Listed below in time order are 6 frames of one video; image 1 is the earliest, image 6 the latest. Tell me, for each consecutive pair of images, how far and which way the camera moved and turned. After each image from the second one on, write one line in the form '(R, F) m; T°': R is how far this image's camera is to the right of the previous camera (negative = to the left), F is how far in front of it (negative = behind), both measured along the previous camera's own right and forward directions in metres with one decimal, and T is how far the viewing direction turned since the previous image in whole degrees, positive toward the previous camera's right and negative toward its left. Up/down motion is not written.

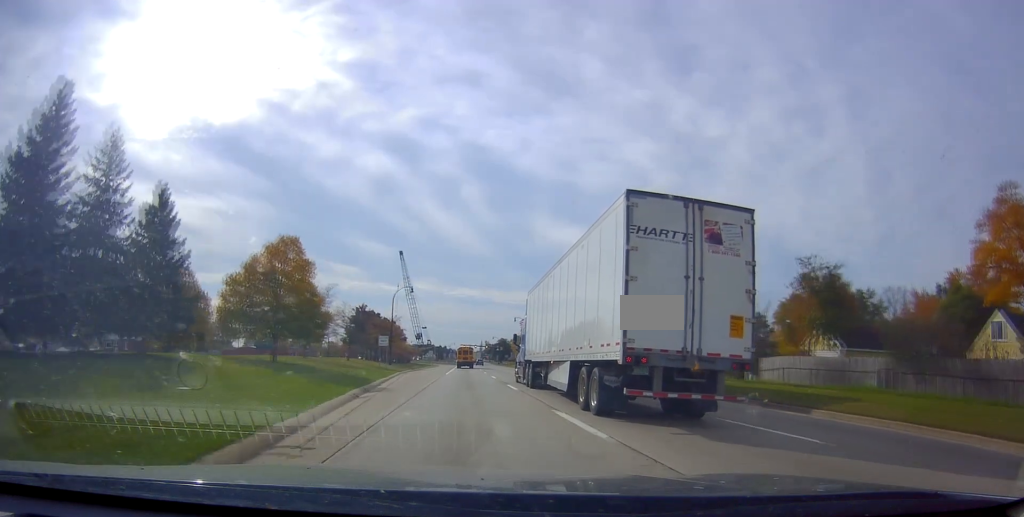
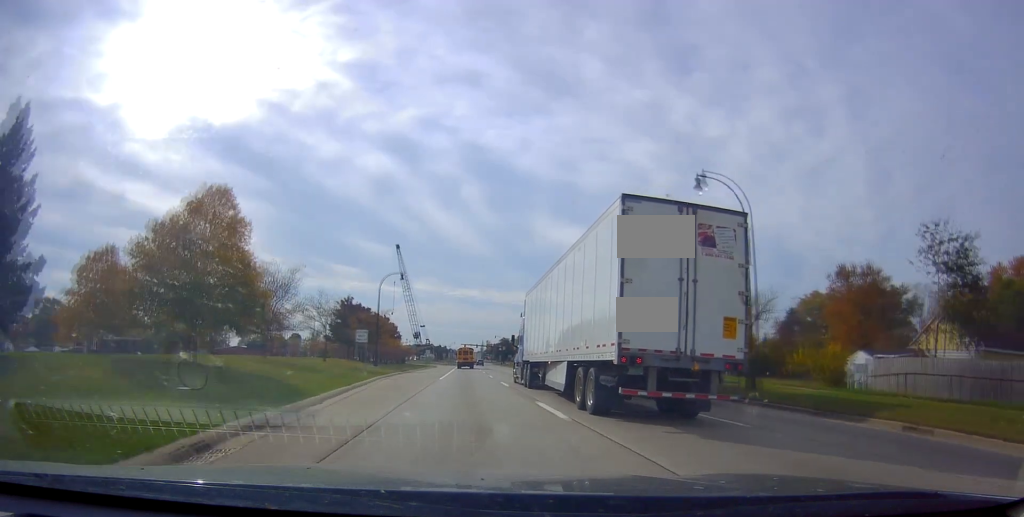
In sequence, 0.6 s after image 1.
(+0.3, +11.2) m; 0°
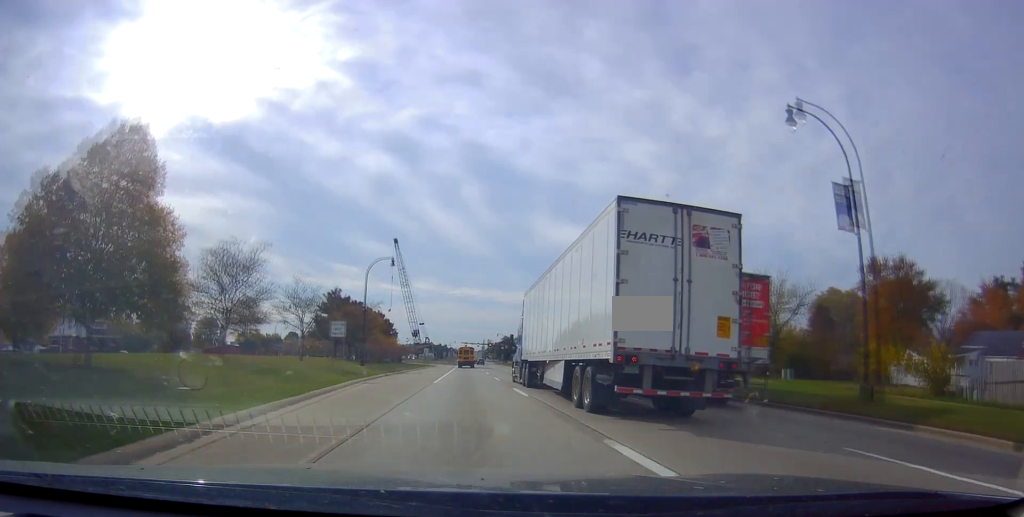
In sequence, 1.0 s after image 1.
(-0.1, +8.1) m; -1°
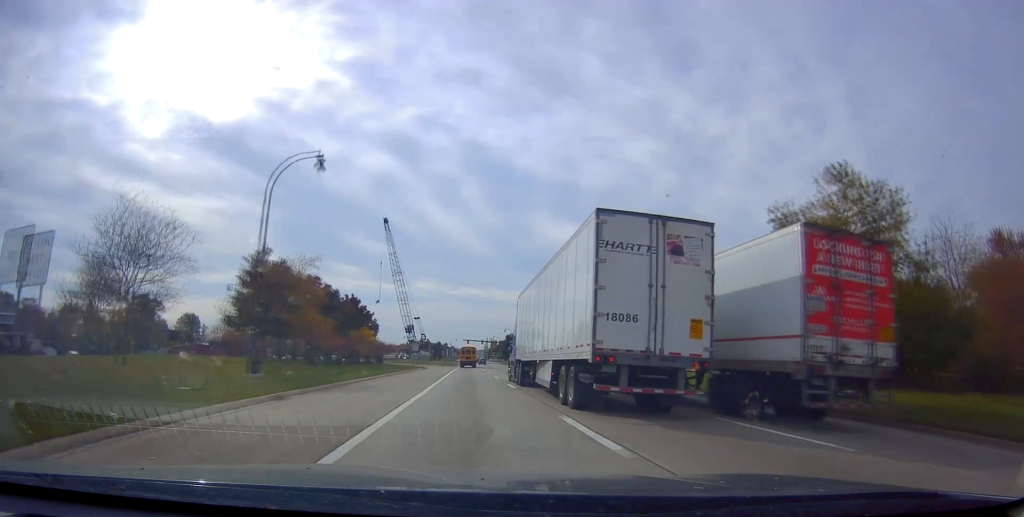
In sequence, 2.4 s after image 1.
(-0.7, +26.2) m; -2°
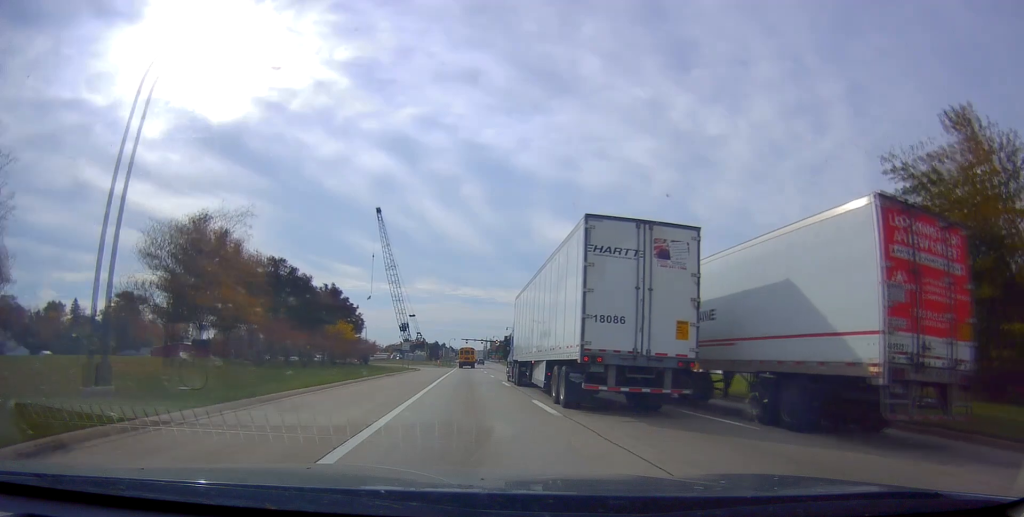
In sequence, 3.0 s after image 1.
(0.0, +11.2) m; +1°
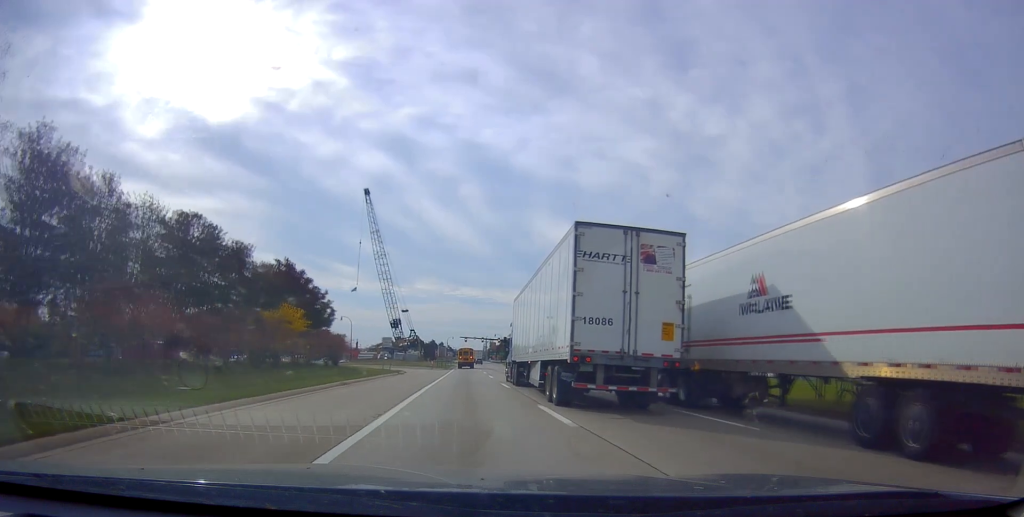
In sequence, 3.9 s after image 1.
(+0.2, +16.2) m; +1°
